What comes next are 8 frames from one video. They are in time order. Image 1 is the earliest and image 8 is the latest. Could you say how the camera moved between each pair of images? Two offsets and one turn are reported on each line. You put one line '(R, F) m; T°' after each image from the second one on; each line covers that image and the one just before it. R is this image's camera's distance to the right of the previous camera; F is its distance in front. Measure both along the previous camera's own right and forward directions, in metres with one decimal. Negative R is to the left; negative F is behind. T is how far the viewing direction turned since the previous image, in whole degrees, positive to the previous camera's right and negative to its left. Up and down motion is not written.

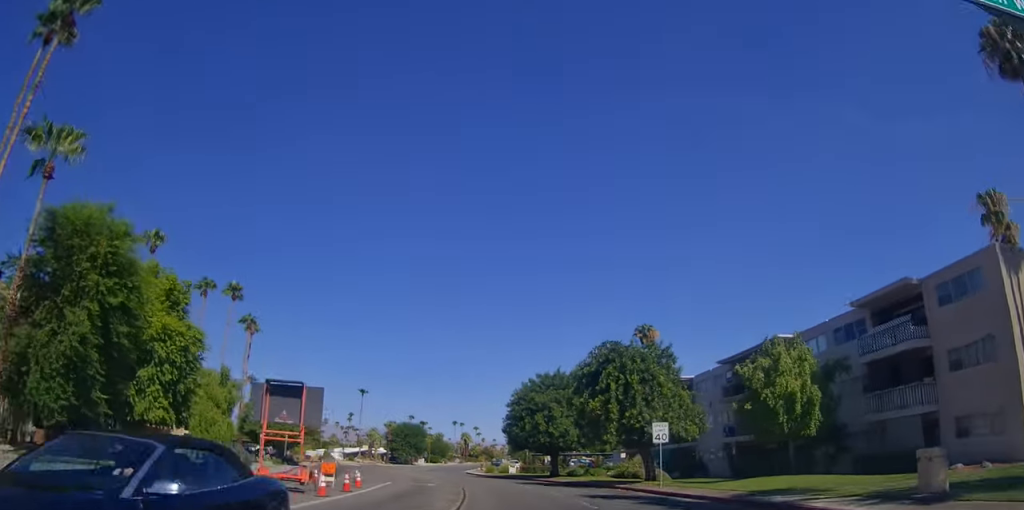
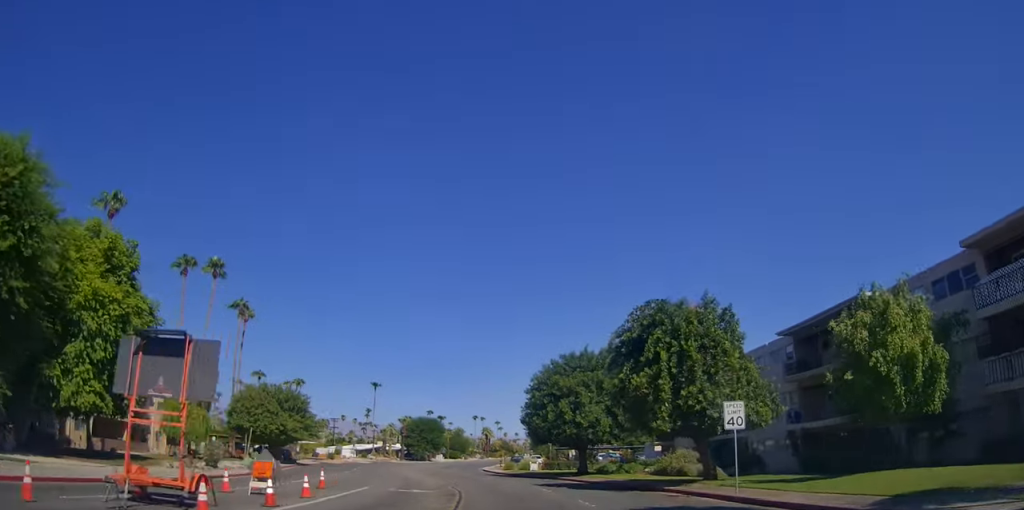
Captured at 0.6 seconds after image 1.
(0.0, +6.5) m; 0°
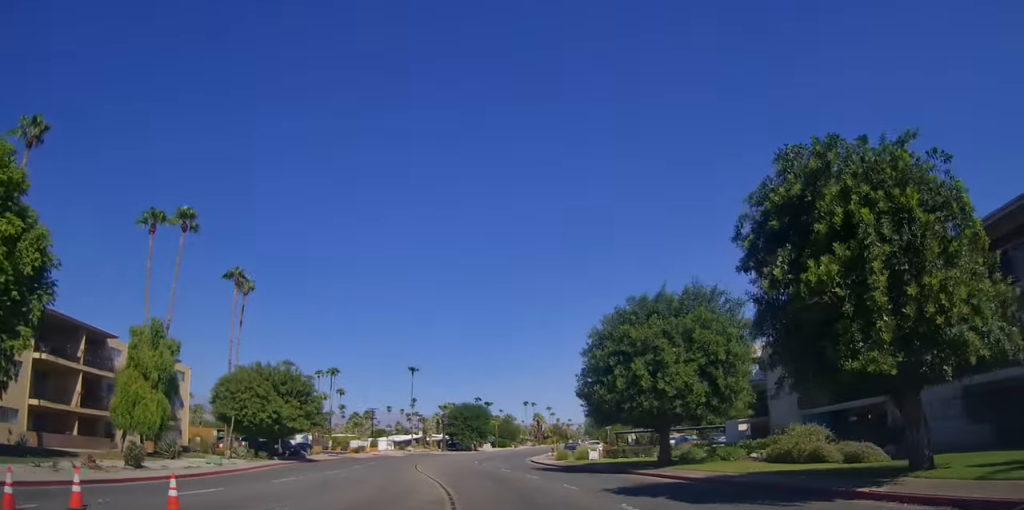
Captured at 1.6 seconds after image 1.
(0.0, +10.6) m; 0°
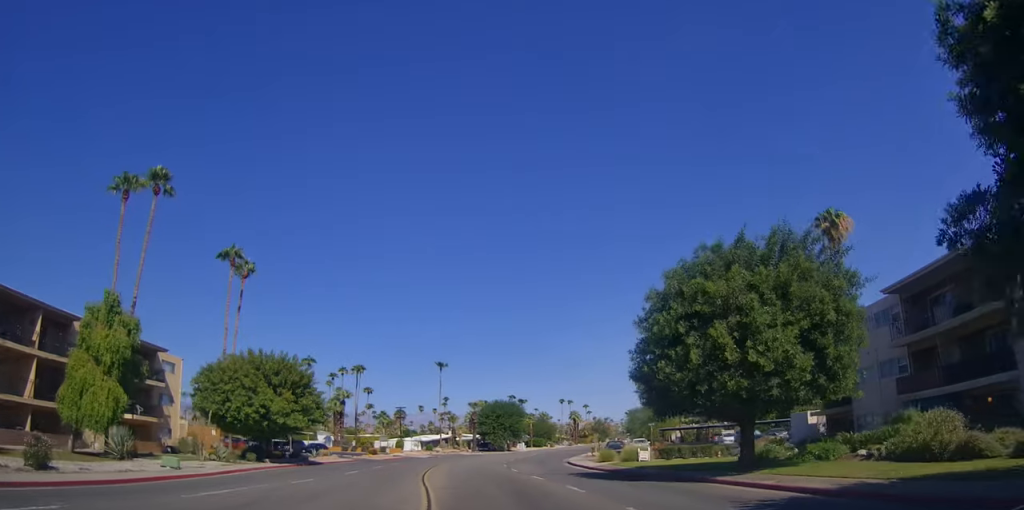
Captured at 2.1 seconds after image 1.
(0.0, +7.0) m; 0°
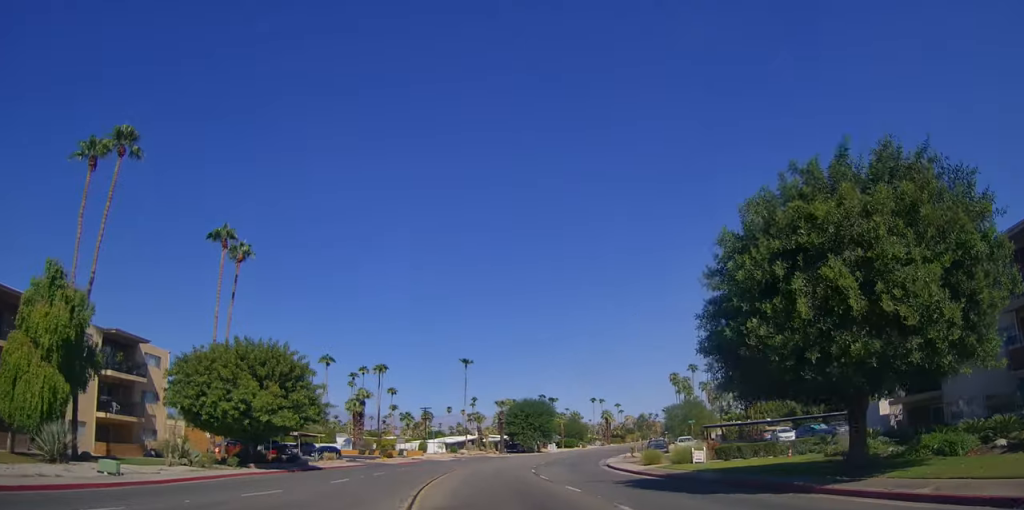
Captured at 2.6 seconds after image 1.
(0.0, +6.0) m; 0°
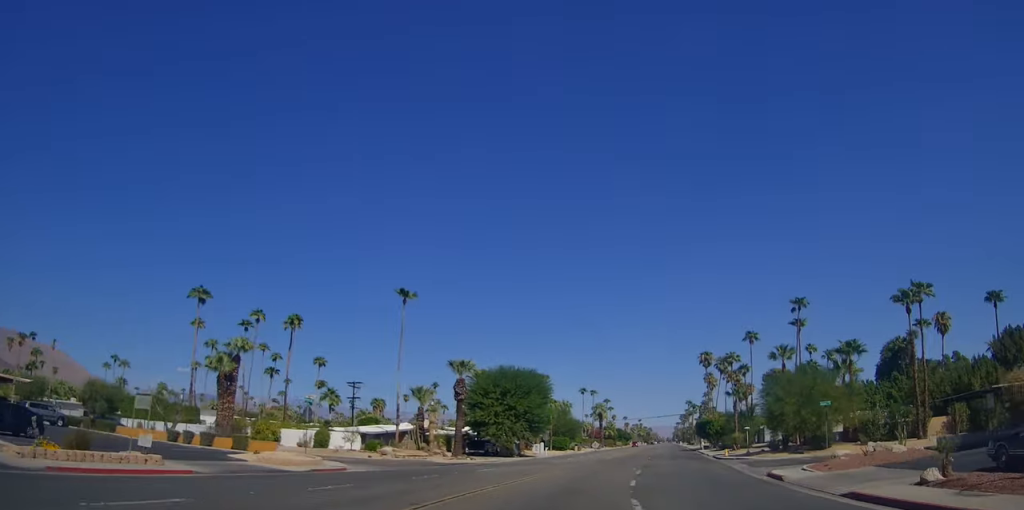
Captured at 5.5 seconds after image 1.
(-4.0, +42.2) m; -12°
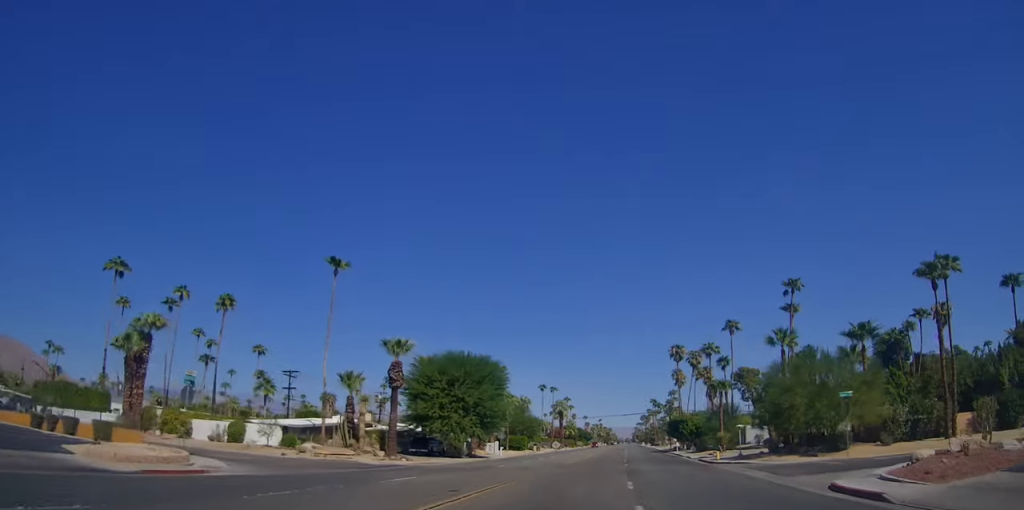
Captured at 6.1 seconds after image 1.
(-0.1, +9.5) m; 0°
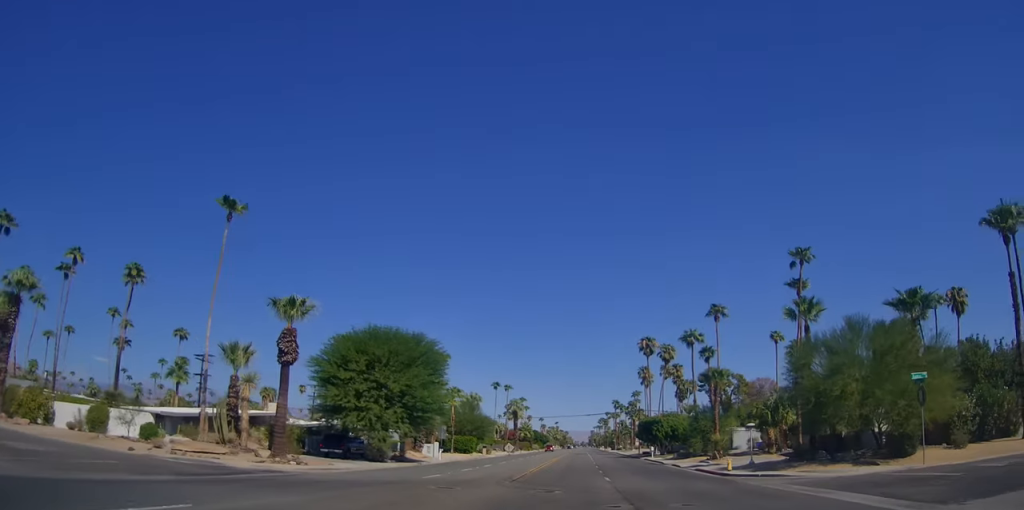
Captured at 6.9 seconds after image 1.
(0.0, +12.2) m; +3°
